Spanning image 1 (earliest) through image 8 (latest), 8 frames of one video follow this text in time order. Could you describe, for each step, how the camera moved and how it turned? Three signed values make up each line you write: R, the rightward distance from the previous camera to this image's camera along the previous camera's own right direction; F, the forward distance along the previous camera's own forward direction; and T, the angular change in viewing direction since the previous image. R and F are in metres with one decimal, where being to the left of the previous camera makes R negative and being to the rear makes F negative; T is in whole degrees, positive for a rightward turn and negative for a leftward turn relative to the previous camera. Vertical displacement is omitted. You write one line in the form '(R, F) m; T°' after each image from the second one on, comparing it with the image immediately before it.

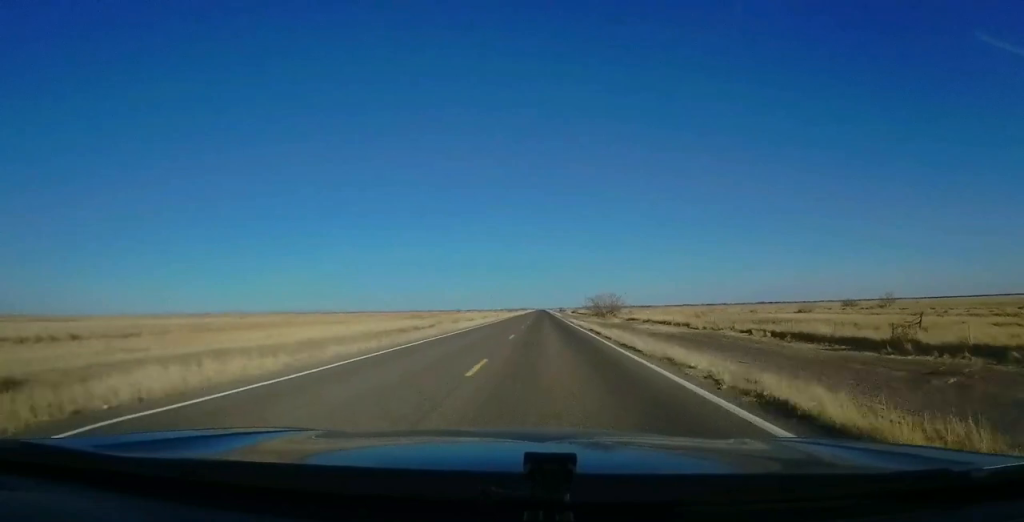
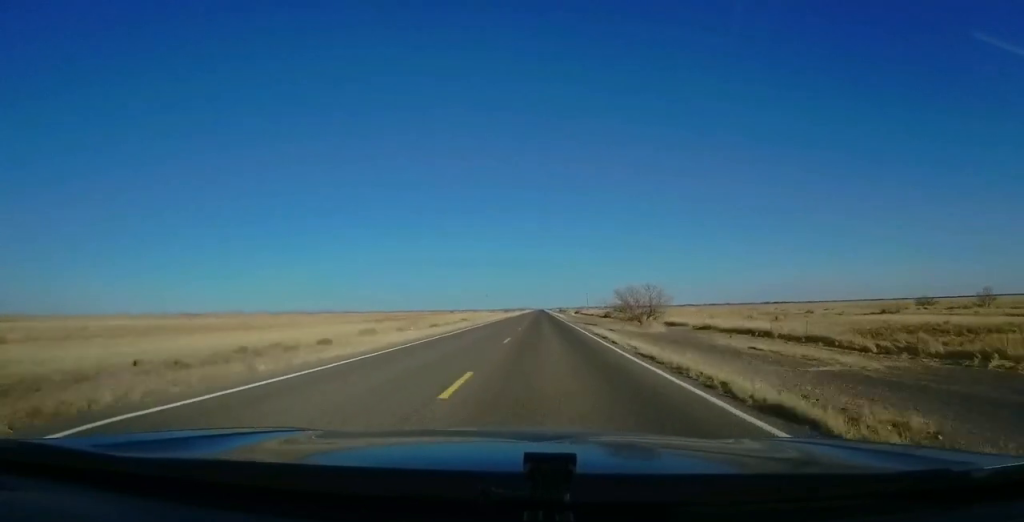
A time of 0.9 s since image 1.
(0.0, +26.8) m; +1°
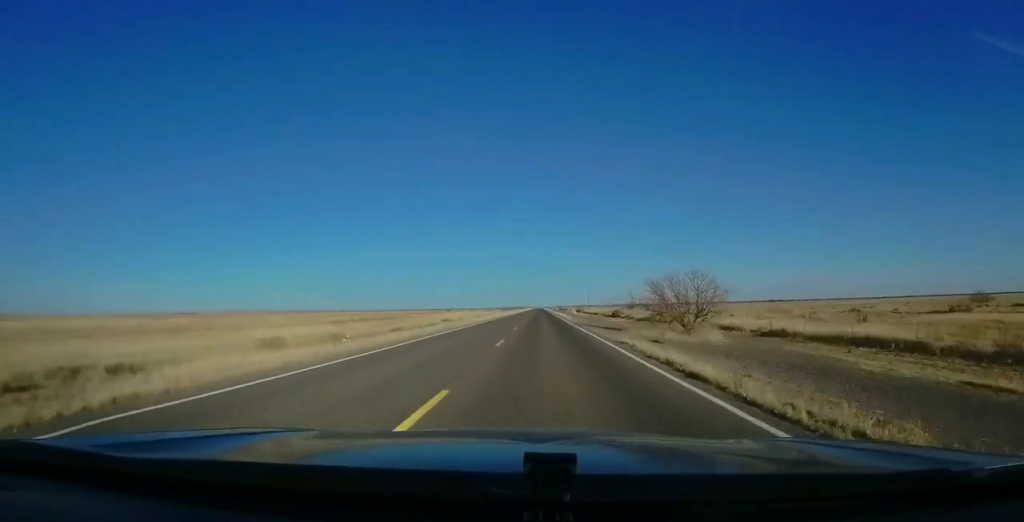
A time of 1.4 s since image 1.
(+0.2, +14.9) m; 0°
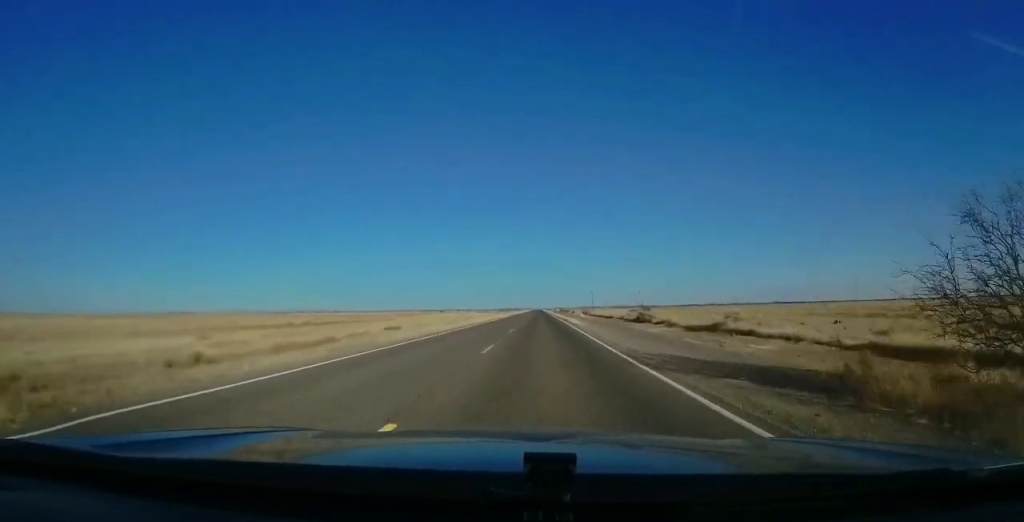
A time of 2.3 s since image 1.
(+0.2, +26.6) m; 0°
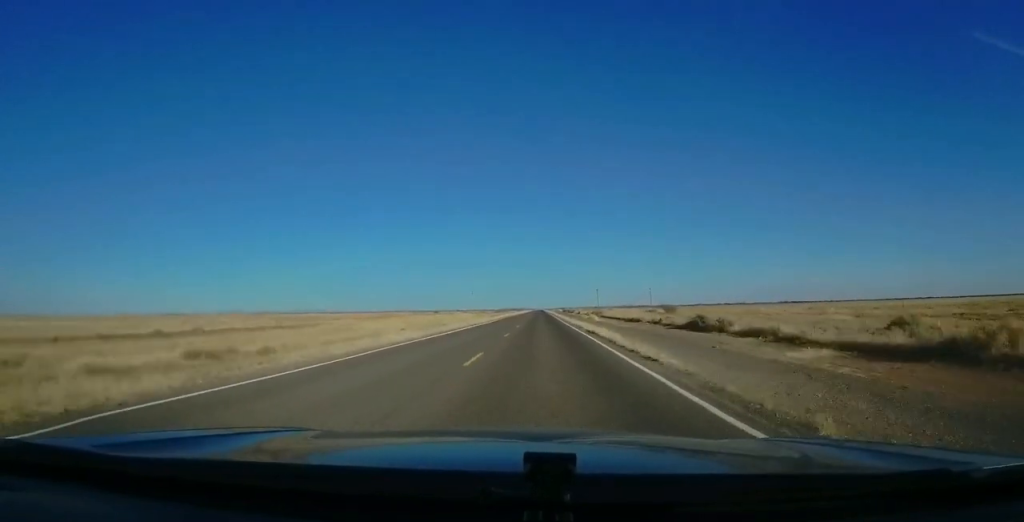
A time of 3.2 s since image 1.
(-0.3, +27.5) m; 0°
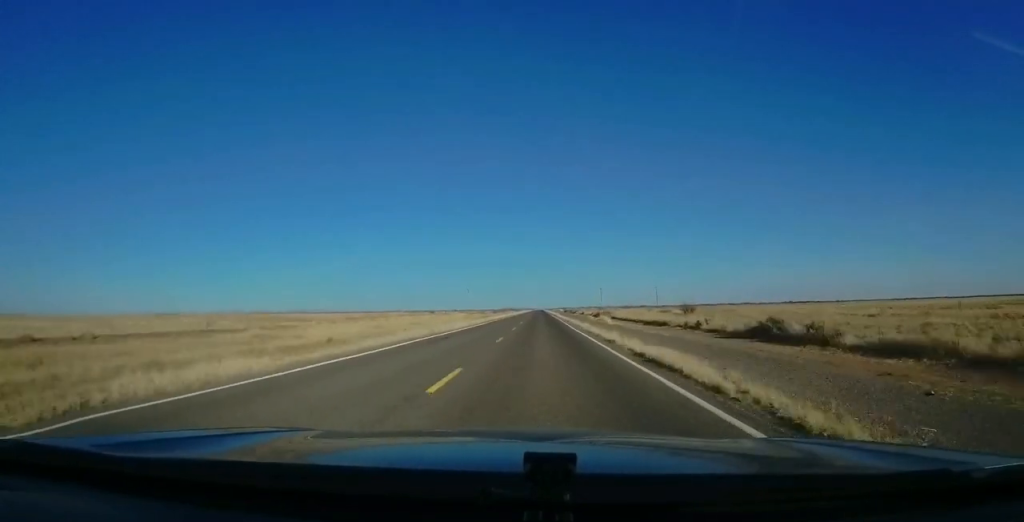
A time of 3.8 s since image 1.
(+0.3, +15.8) m; 0°
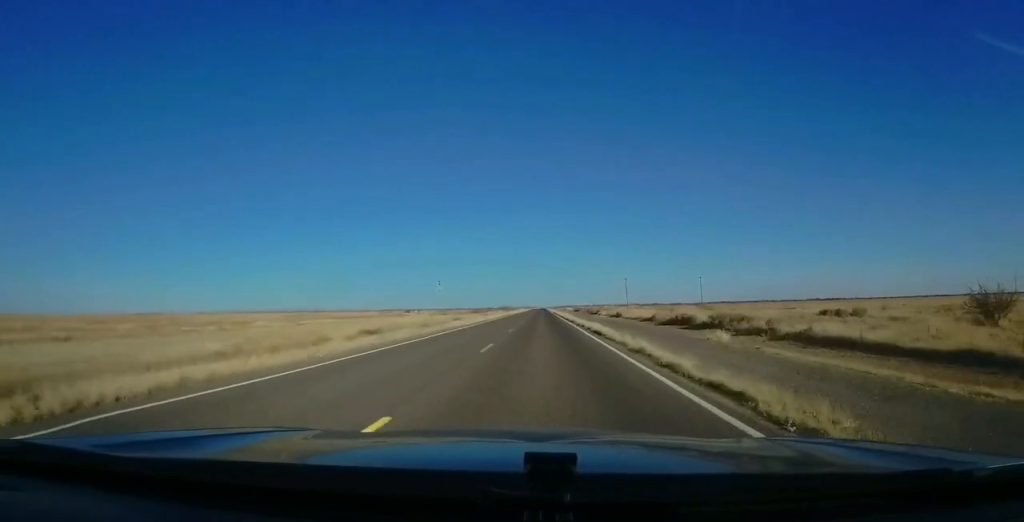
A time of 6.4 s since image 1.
(-0.8, +78.5) m; 0°
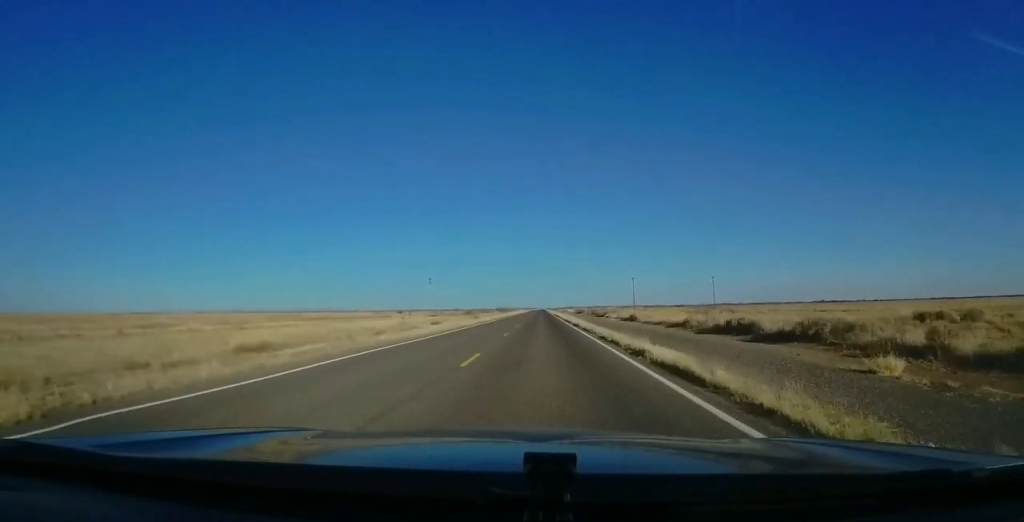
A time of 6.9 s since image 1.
(+0.3, +15.9) m; 0°
